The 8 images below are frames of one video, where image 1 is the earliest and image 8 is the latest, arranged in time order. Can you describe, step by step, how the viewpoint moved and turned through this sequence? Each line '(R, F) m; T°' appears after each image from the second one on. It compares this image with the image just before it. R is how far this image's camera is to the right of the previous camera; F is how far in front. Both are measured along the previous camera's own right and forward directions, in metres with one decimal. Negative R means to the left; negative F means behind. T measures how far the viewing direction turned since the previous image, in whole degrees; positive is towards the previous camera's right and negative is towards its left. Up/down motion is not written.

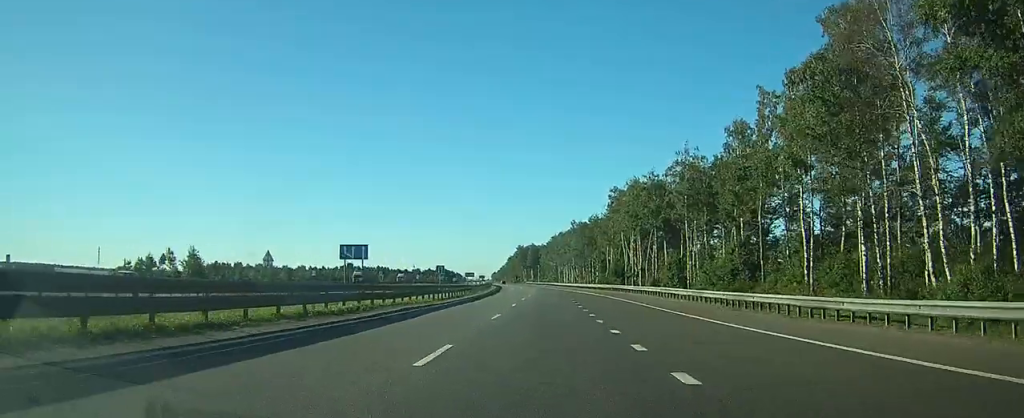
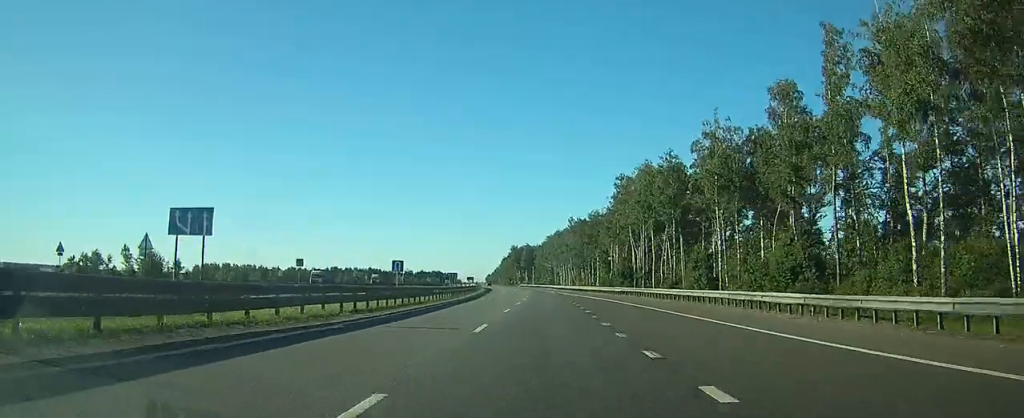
(0.0, +17.3) m; 0°
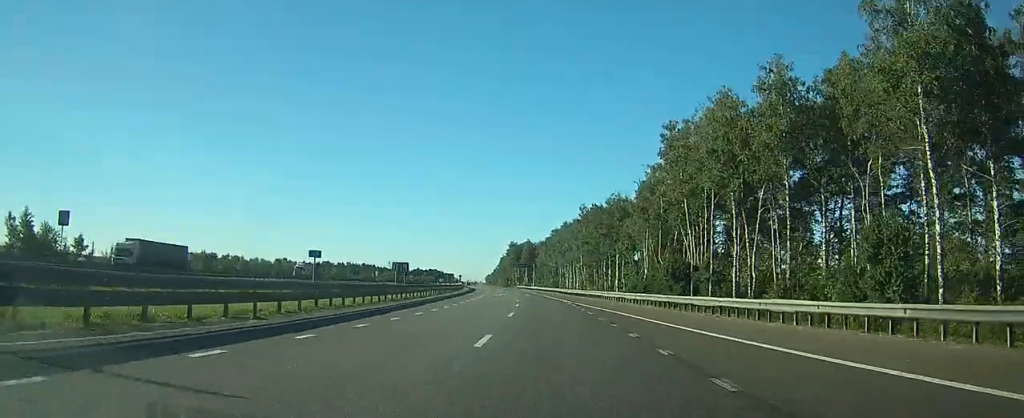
(+0.4, +39.1) m; +1°
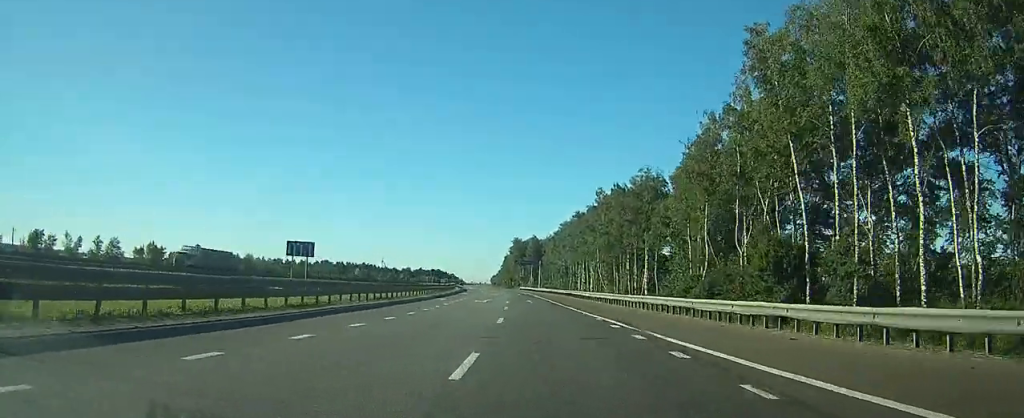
(0.0, +28.3) m; 0°
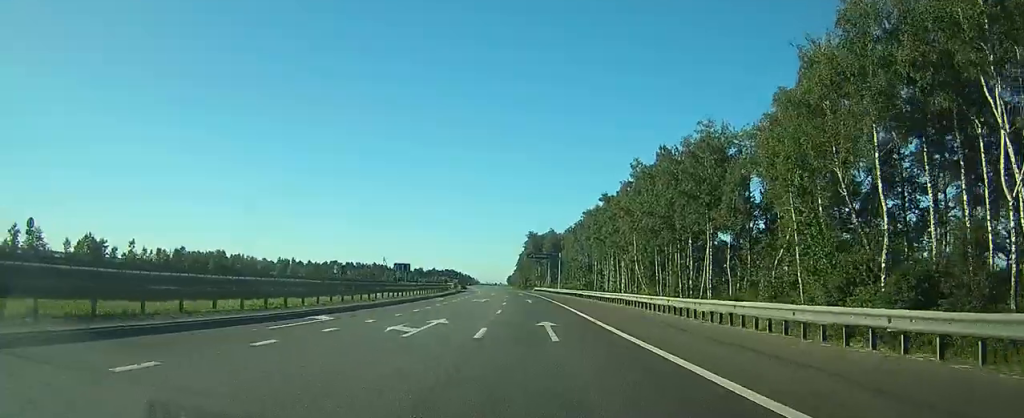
(-0.2, +29.4) m; -1°
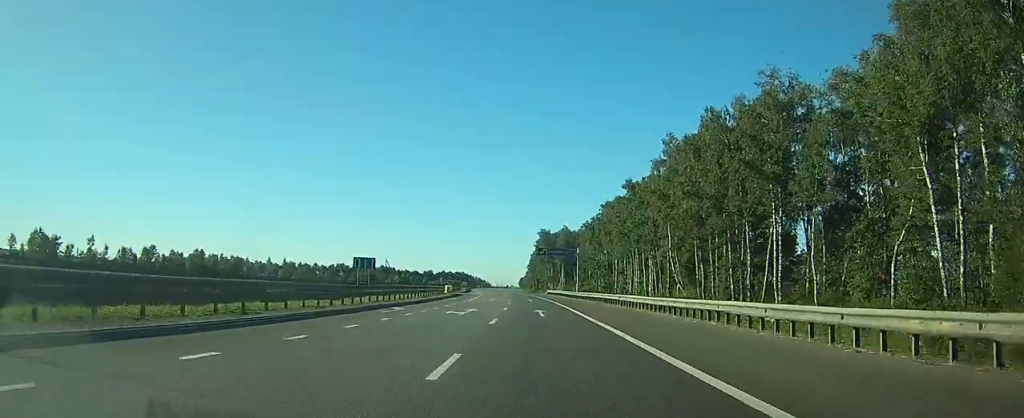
(-0.1, +18.1) m; -1°
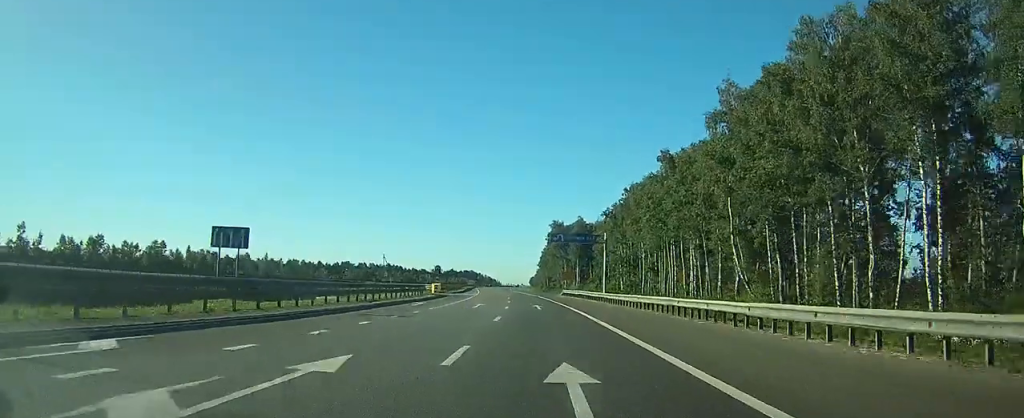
(-0.3, +22.4) m; -1°
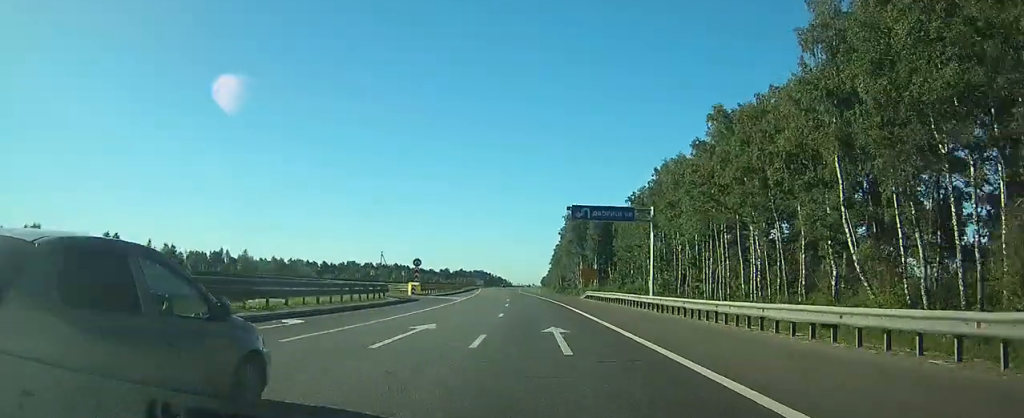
(-0.3, +20.9) m; -1°
